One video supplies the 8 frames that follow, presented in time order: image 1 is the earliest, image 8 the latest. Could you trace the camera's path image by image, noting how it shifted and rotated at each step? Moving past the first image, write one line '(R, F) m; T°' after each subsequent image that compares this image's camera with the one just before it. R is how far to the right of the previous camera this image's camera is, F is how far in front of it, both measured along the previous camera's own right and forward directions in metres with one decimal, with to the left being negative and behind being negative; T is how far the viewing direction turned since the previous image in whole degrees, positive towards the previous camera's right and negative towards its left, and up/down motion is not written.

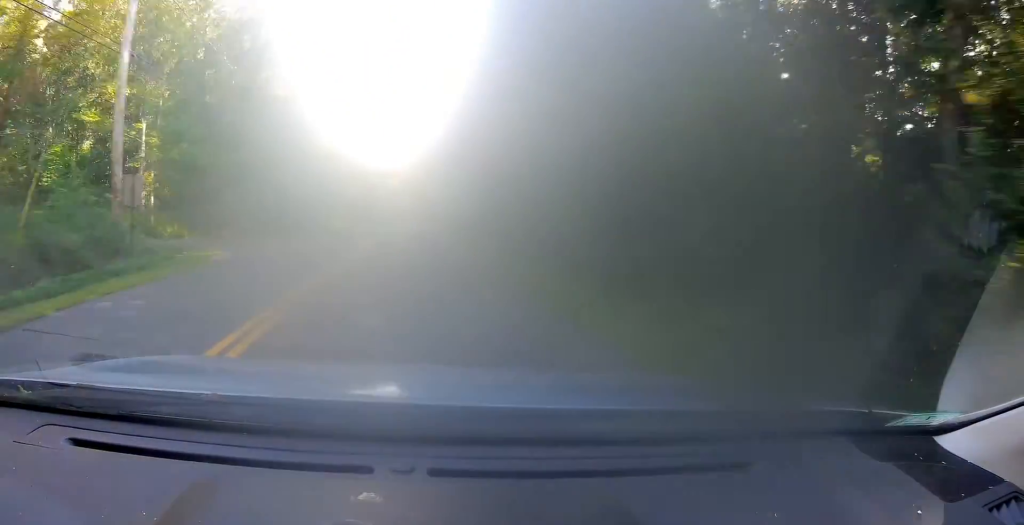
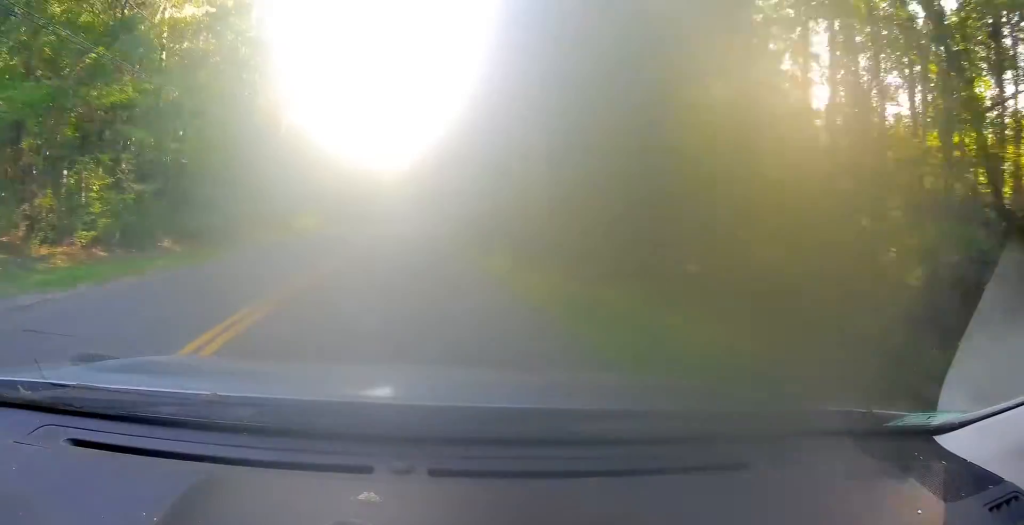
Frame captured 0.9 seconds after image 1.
(+0.1, +19.0) m; 0°
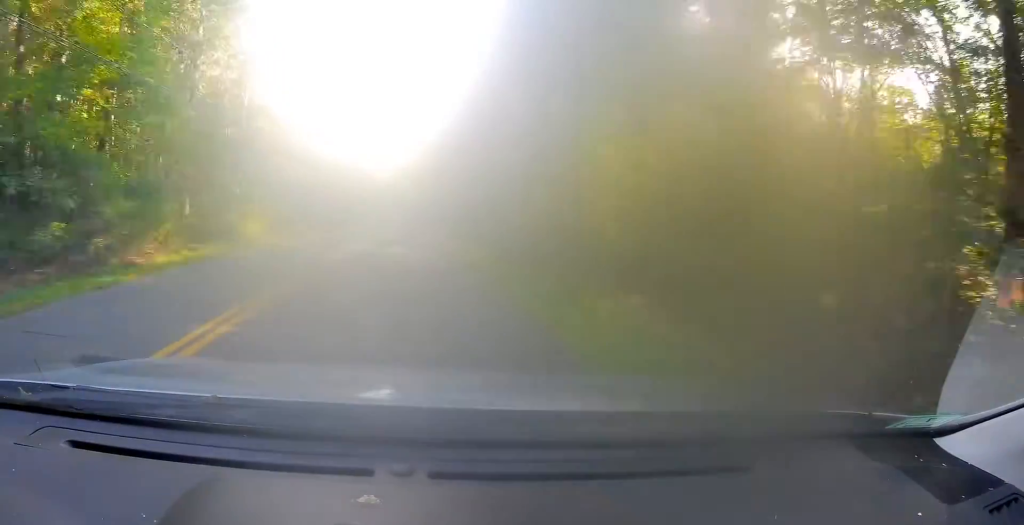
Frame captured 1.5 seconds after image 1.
(0.0, +12.7) m; +1°
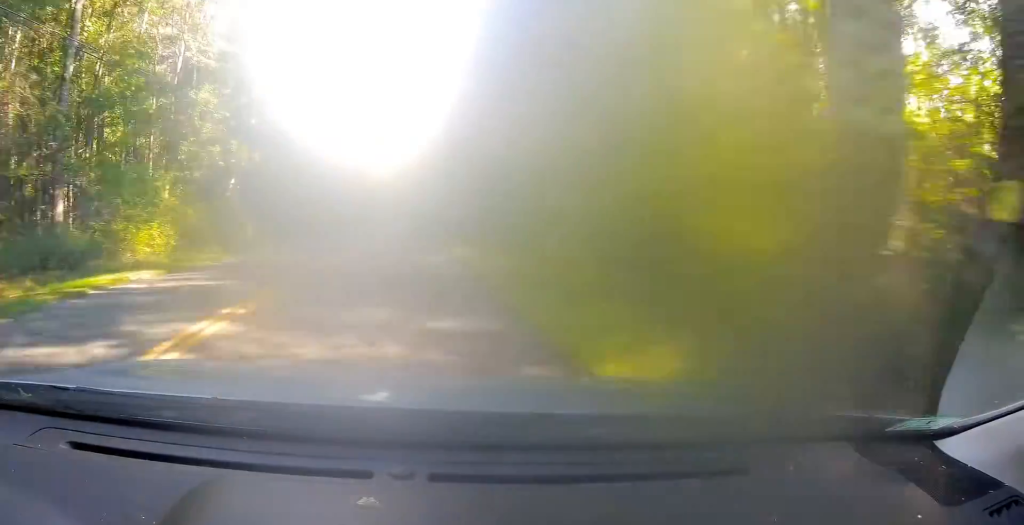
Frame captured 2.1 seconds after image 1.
(-0.2, +13.1) m; +1°
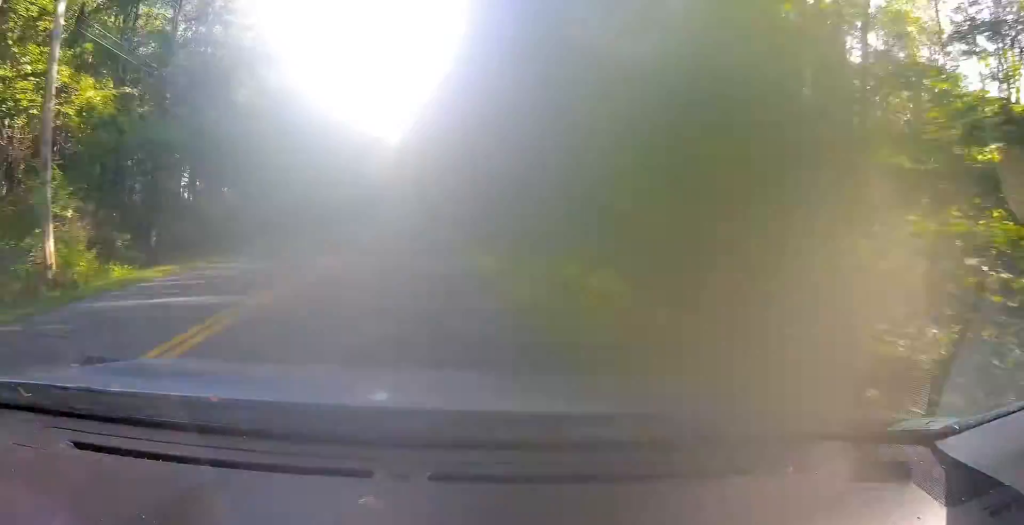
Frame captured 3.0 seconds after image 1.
(+0.7, +17.9) m; +1°
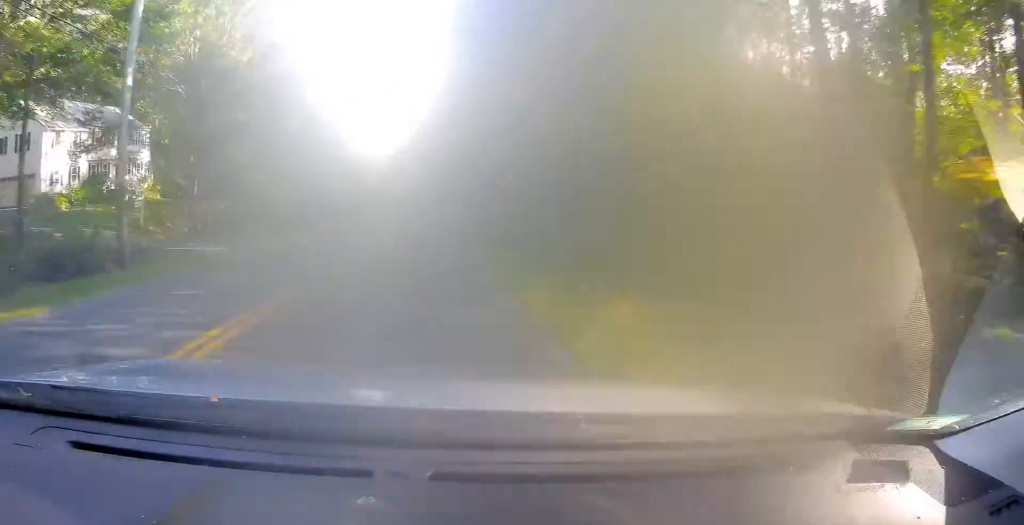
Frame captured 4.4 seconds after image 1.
(-0.2, +26.9) m; 0°
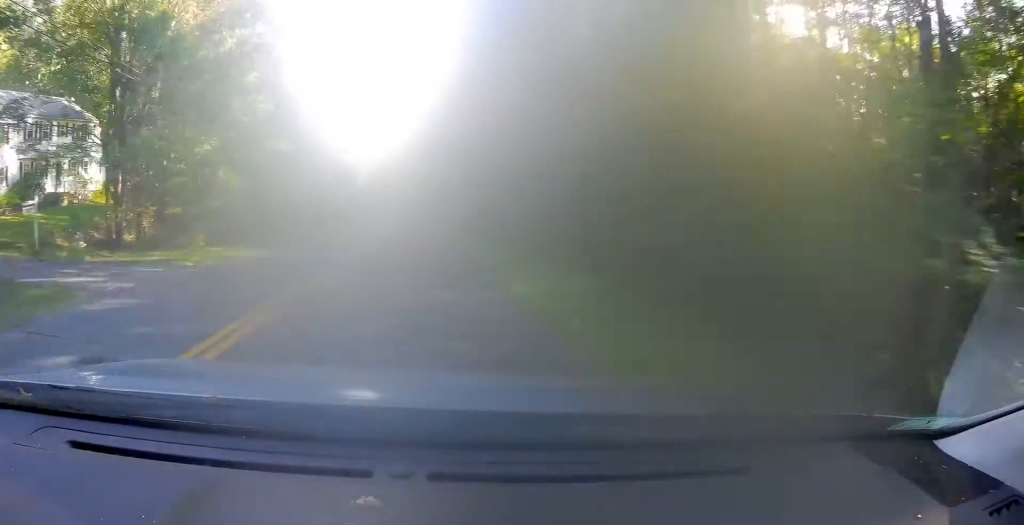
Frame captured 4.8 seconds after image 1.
(+0.2, +9.2) m; 0°
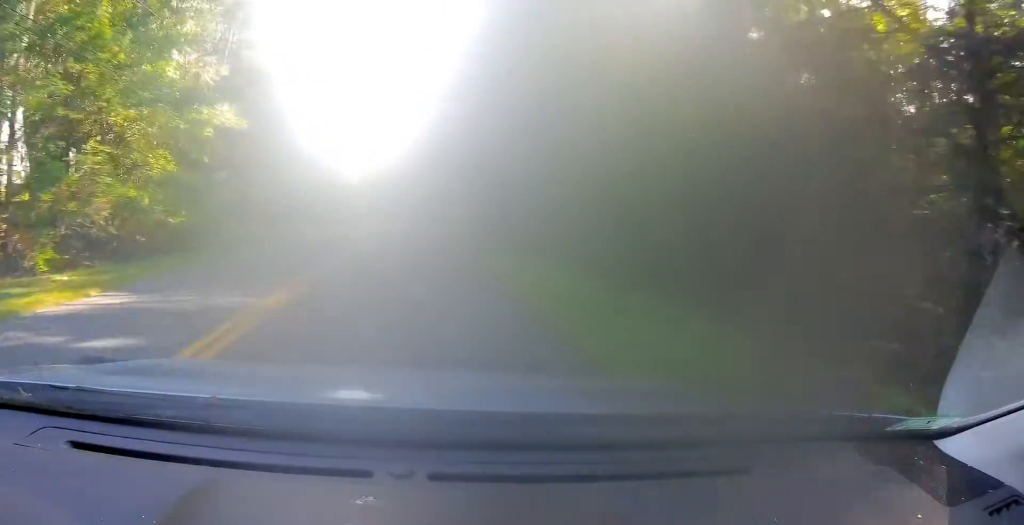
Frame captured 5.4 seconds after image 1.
(0.0, +11.2) m; 0°
